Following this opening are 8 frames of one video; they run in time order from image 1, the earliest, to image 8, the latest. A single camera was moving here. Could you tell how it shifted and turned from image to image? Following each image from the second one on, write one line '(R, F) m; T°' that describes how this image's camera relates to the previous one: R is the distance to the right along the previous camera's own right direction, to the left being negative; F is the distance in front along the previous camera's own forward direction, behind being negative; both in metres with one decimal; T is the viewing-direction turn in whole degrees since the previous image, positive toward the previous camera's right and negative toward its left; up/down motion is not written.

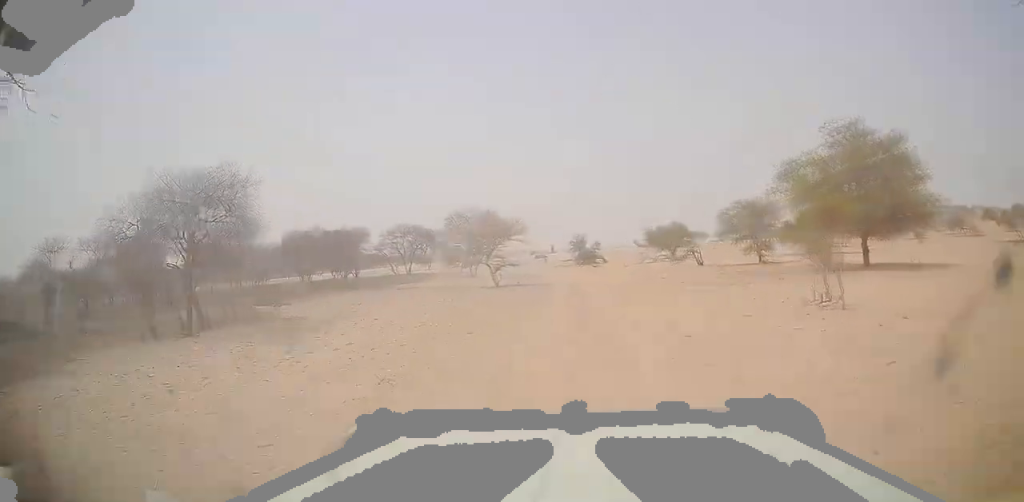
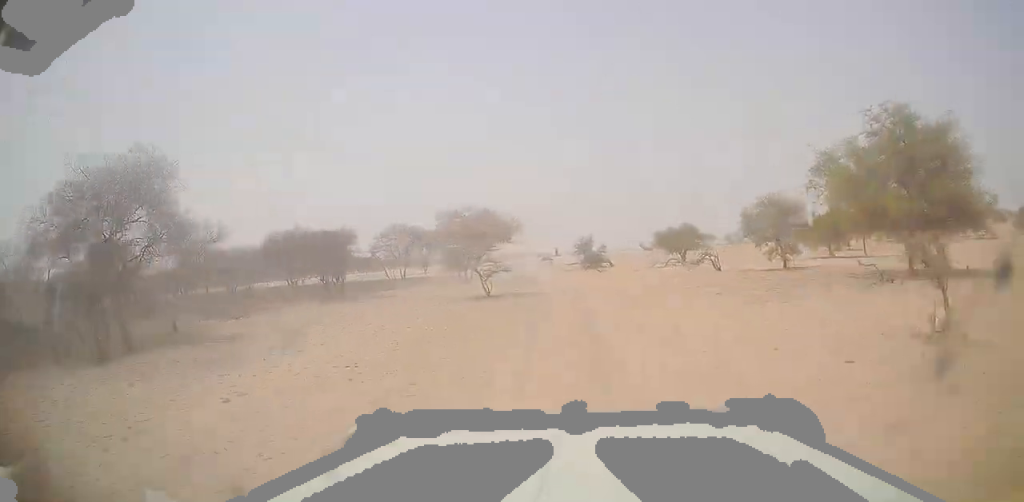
(0.0, +4.0) m; -1°
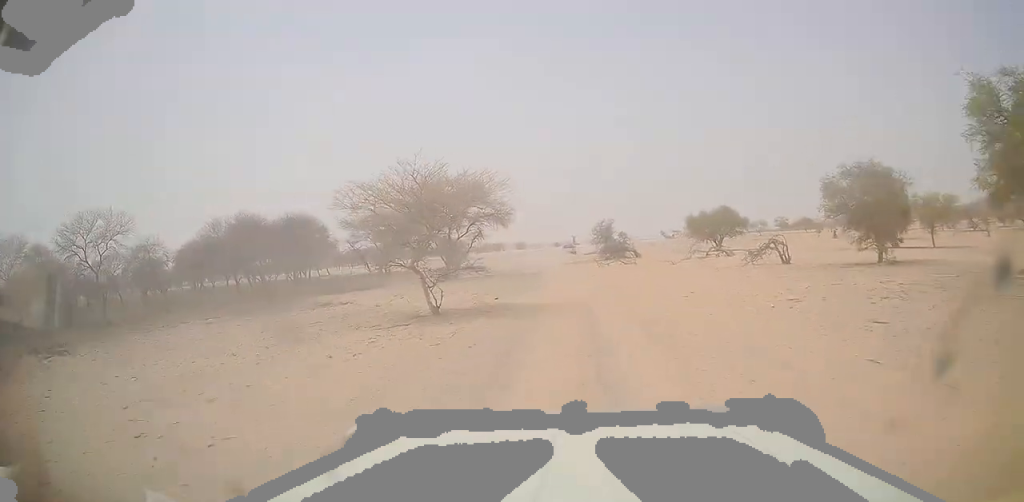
(-0.2, +10.2) m; +2°
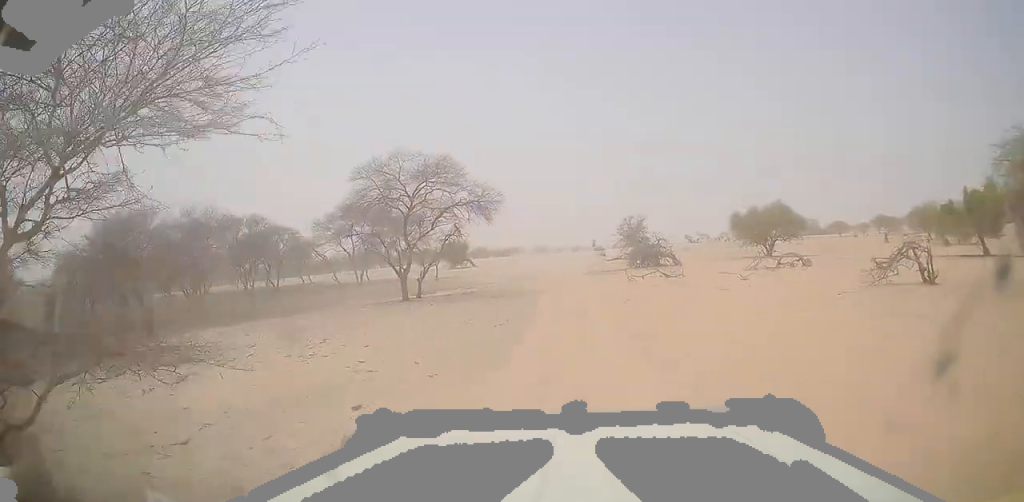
(+0.5, +10.1) m; 0°
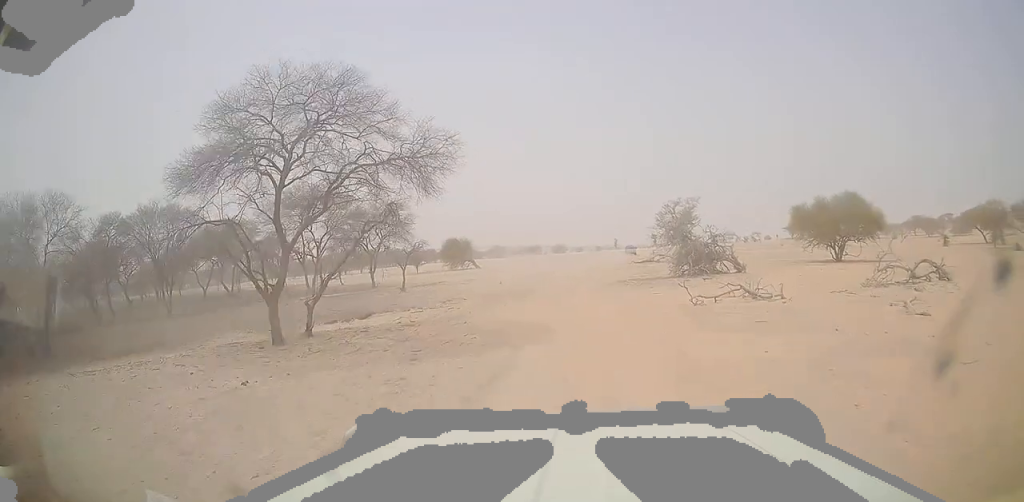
(-0.3, +9.3) m; -7°
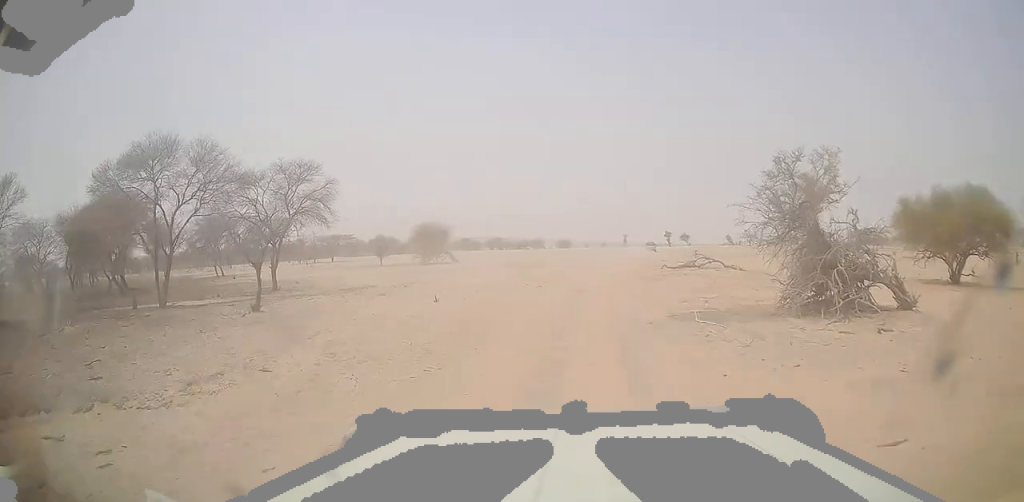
(-1.5, +12.2) m; -9°
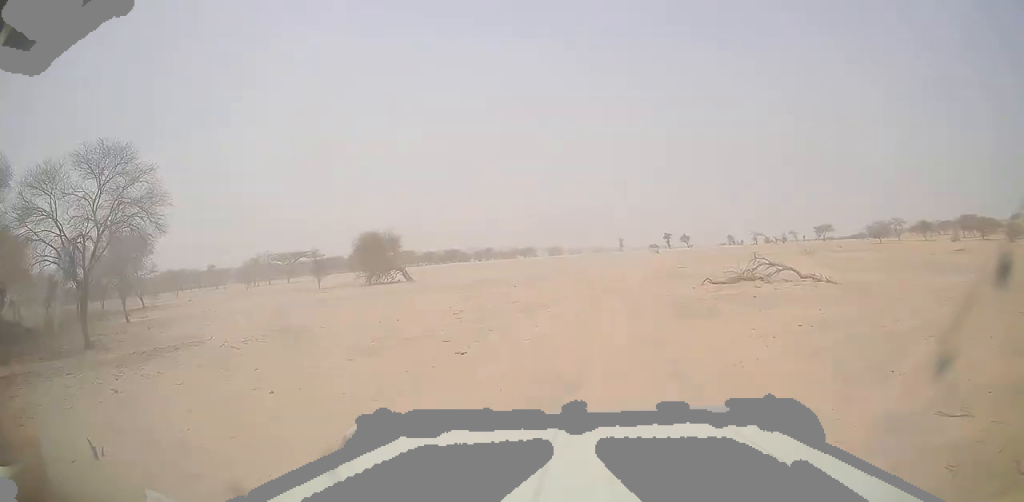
(-0.3, +11.3) m; +3°
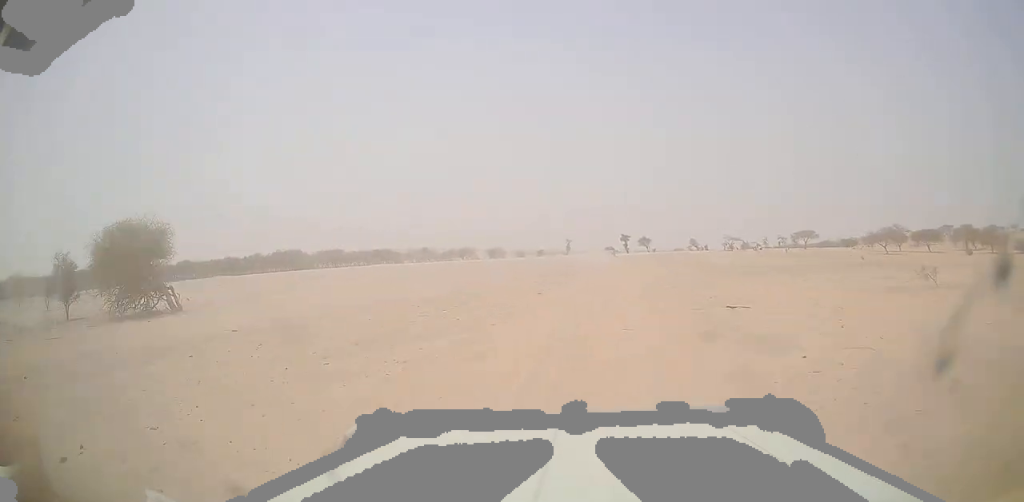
(+2.7, +23.0) m; +10°
